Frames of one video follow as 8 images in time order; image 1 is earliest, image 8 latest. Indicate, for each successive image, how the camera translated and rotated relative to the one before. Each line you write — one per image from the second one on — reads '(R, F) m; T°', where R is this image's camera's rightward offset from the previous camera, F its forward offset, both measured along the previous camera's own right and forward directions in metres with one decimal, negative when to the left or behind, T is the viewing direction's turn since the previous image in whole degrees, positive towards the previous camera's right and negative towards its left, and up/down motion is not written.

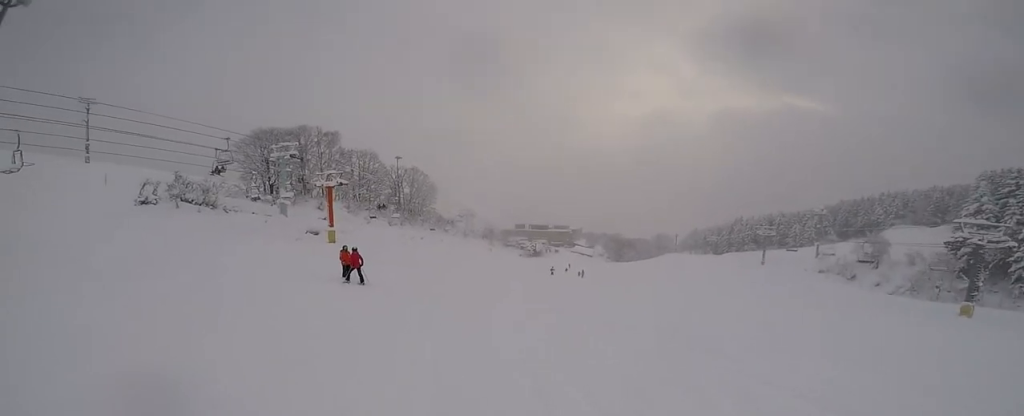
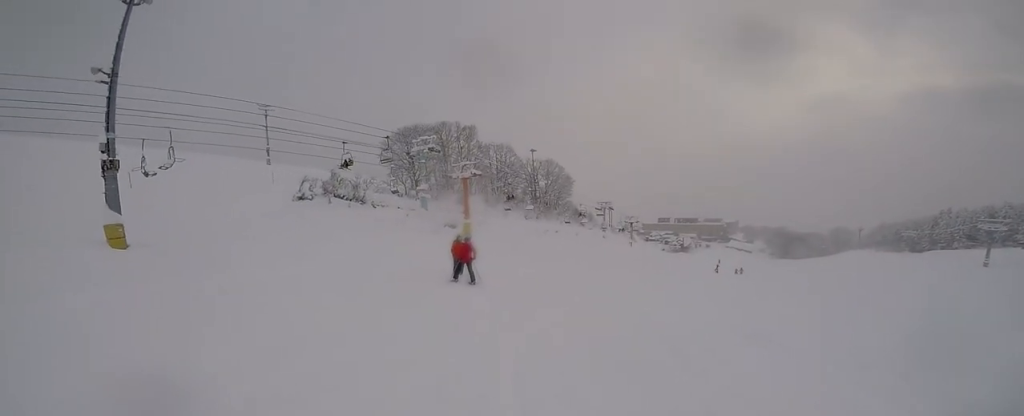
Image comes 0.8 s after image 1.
(-0.3, +4.0) m; -5°
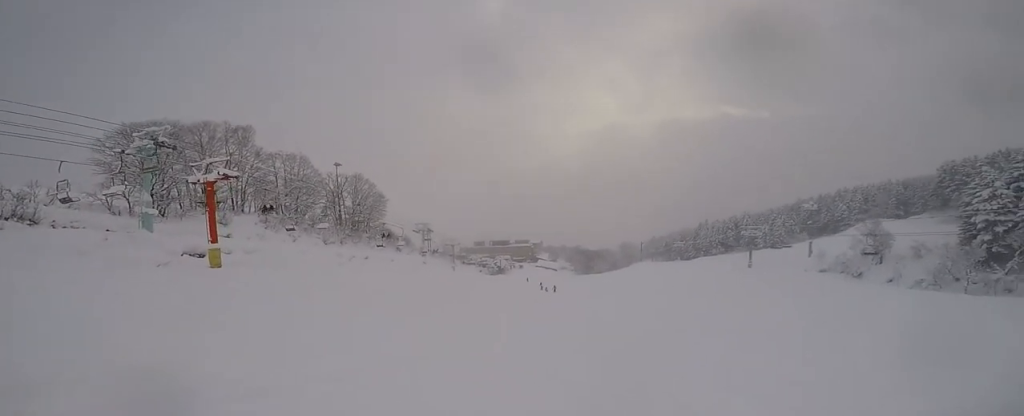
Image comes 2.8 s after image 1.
(+1.1, +10.8) m; +19°
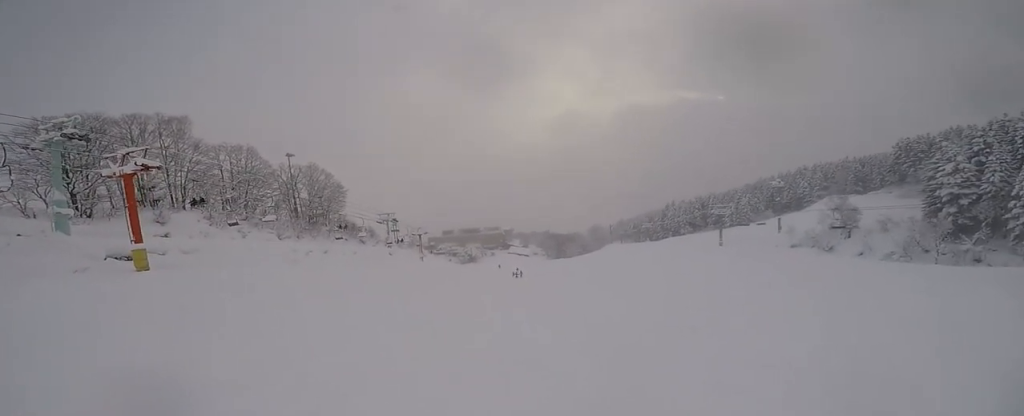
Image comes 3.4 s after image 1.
(+0.2, +3.0) m; +7°
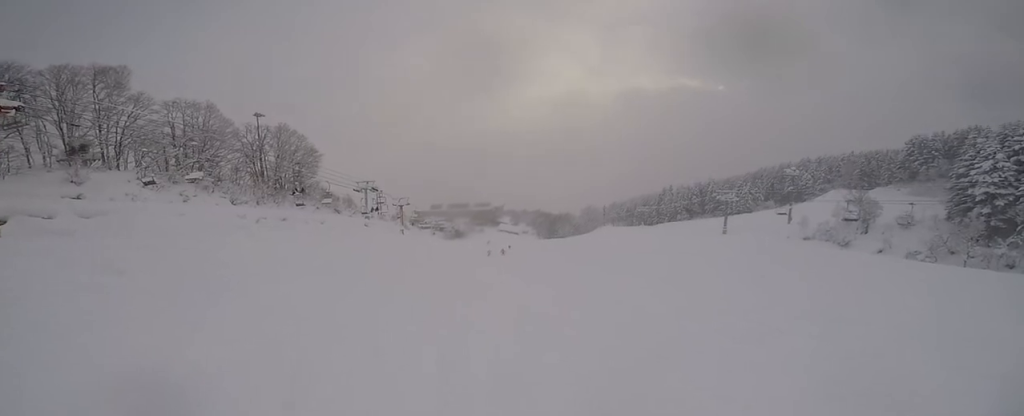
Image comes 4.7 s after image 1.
(-0.2, +7.1) m; -10°
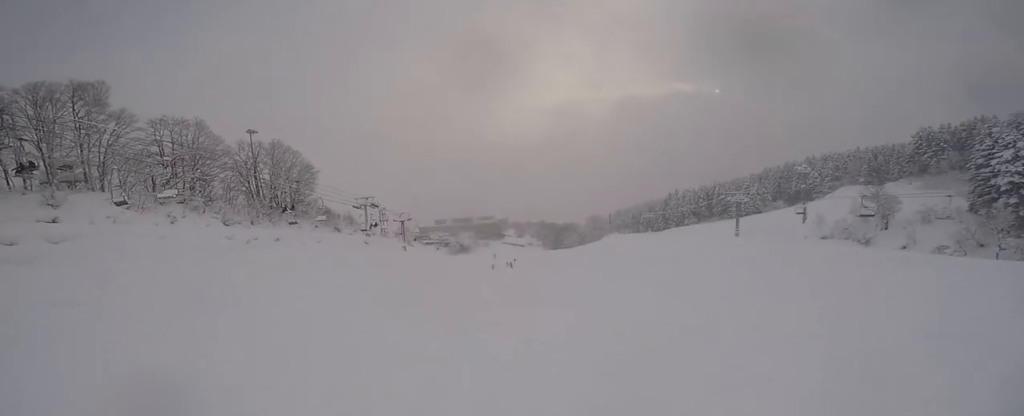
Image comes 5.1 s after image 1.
(-0.6, +2.7) m; -2°
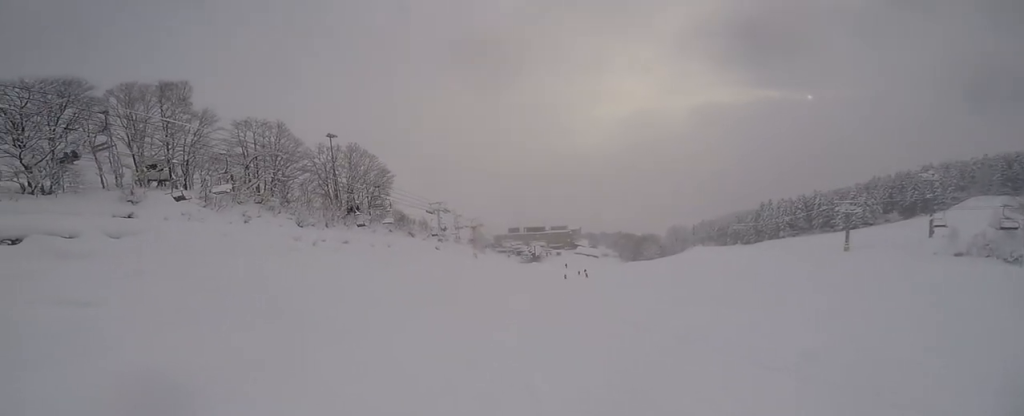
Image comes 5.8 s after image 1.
(+0.2, +4.0) m; -1°
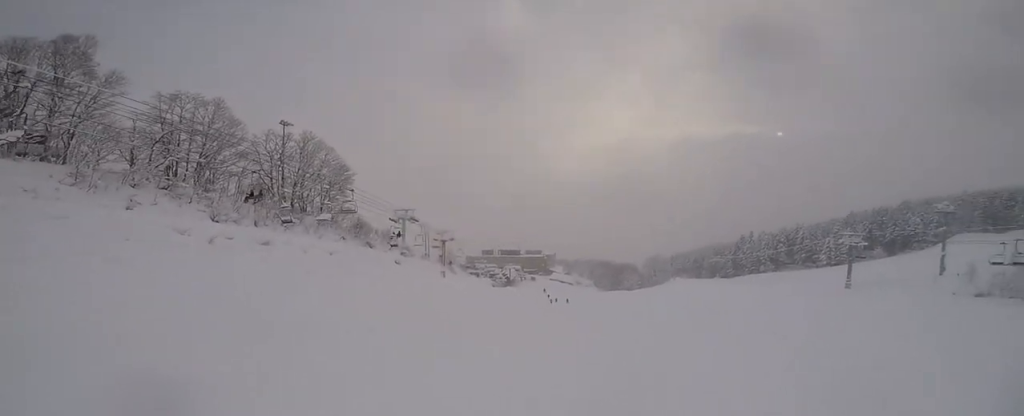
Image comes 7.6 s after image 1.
(-0.2, +10.8) m; +3°
